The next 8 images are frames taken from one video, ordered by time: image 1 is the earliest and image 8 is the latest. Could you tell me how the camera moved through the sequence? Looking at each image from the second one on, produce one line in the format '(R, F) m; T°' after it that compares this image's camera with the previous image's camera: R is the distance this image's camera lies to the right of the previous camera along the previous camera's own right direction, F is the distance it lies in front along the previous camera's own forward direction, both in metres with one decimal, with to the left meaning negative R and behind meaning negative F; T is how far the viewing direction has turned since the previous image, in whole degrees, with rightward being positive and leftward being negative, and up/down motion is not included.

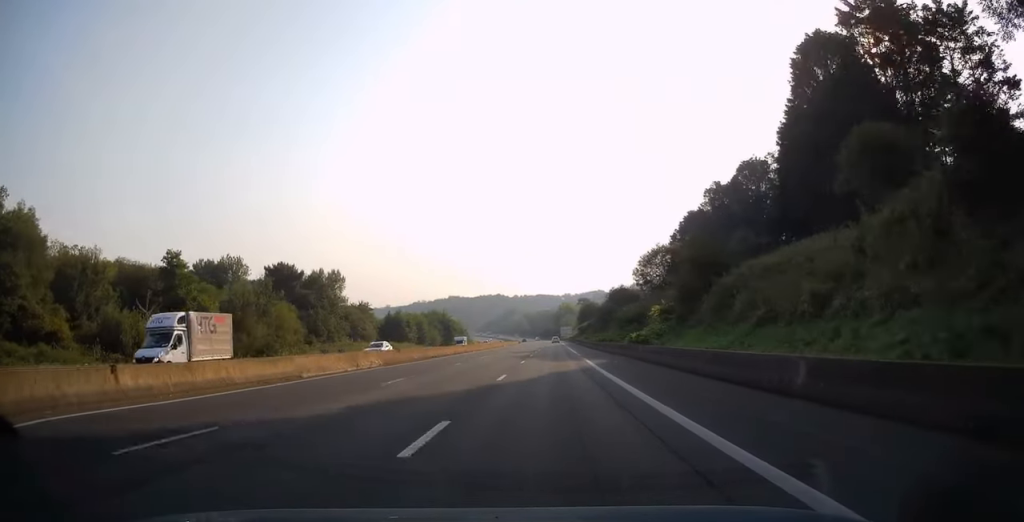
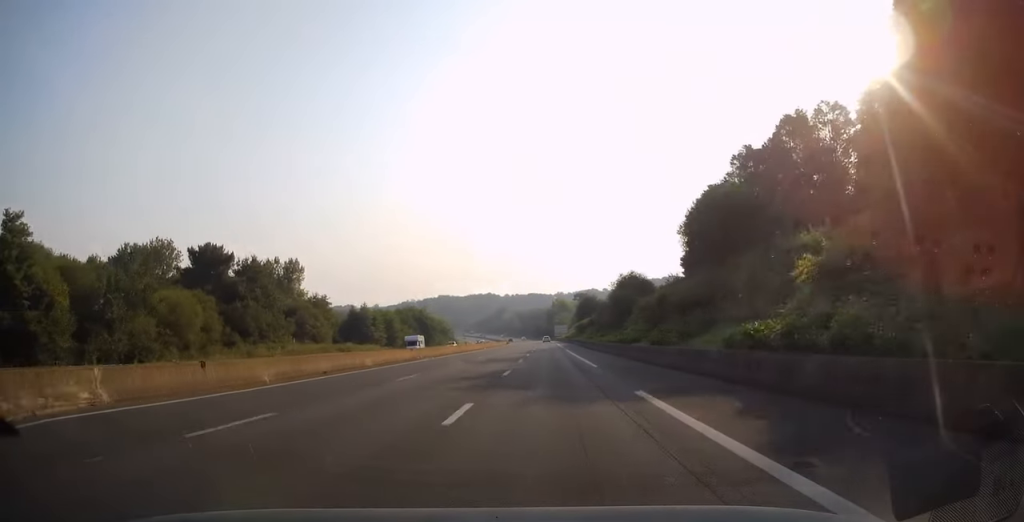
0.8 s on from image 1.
(0.0, +23.4) m; +1°
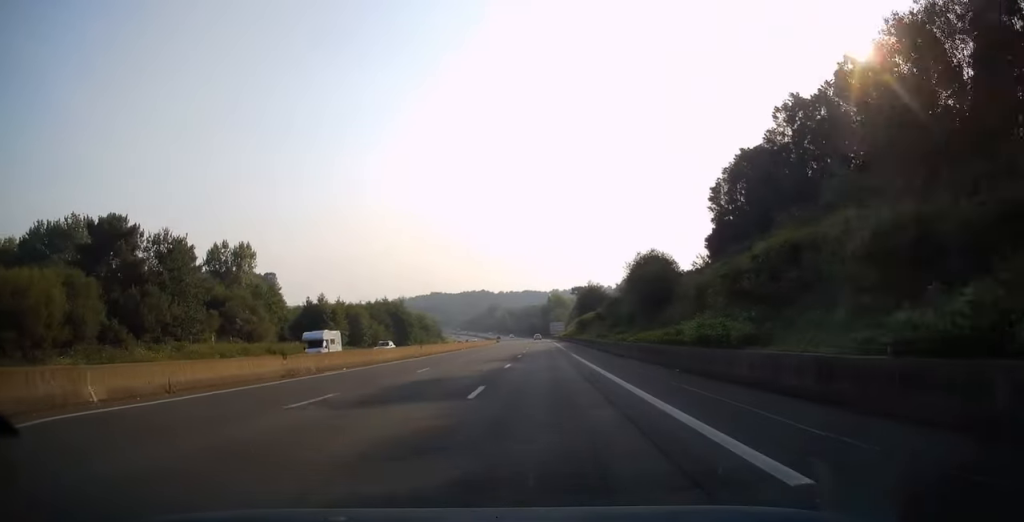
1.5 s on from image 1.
(+0.3, +22.0) m; 0°
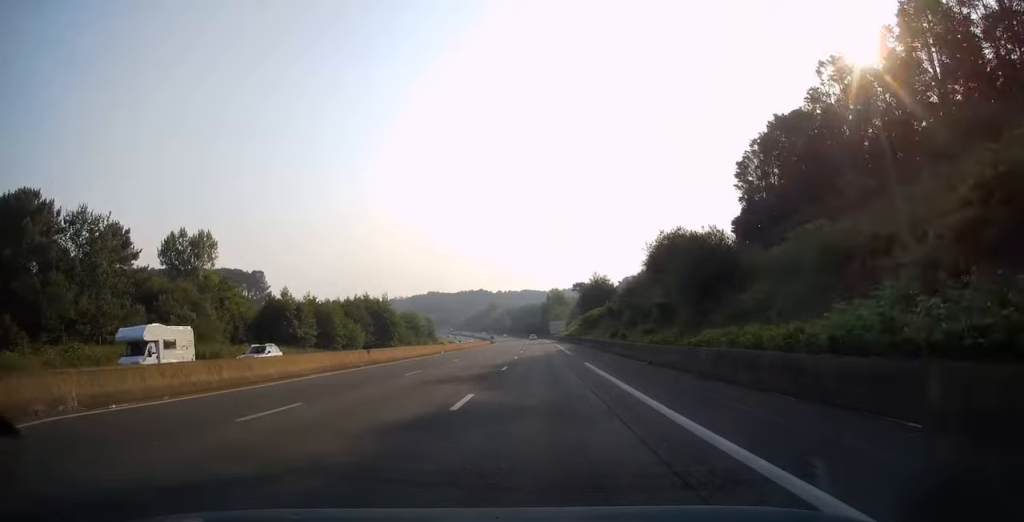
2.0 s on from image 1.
(-0.2, +15.0) m; 0°
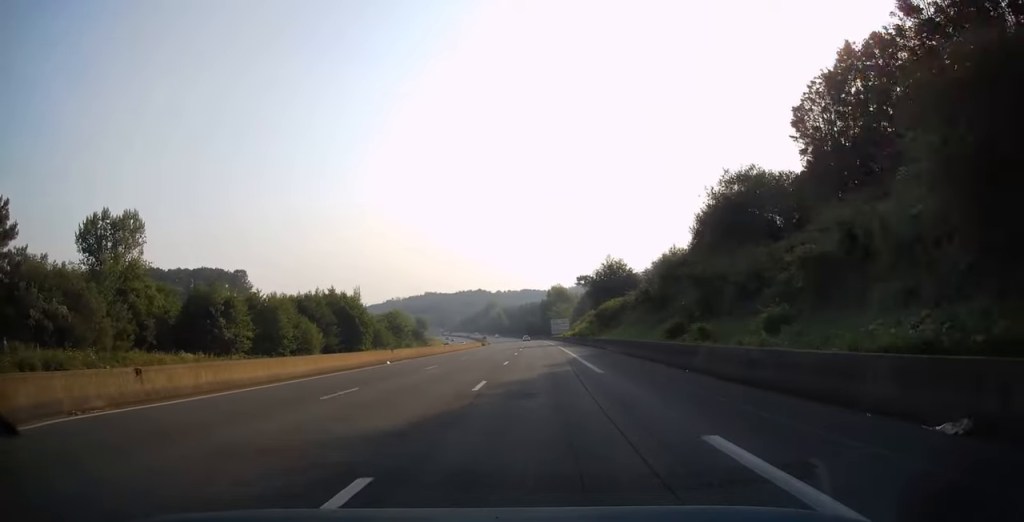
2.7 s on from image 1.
(-0.2, +21.5) m; 0°
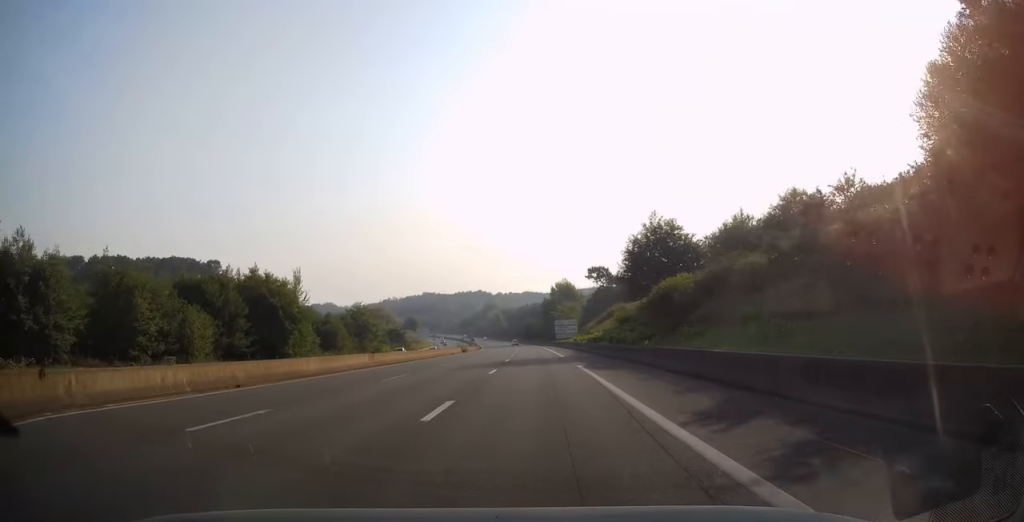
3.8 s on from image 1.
(+0.2, +31.4) m; 0°
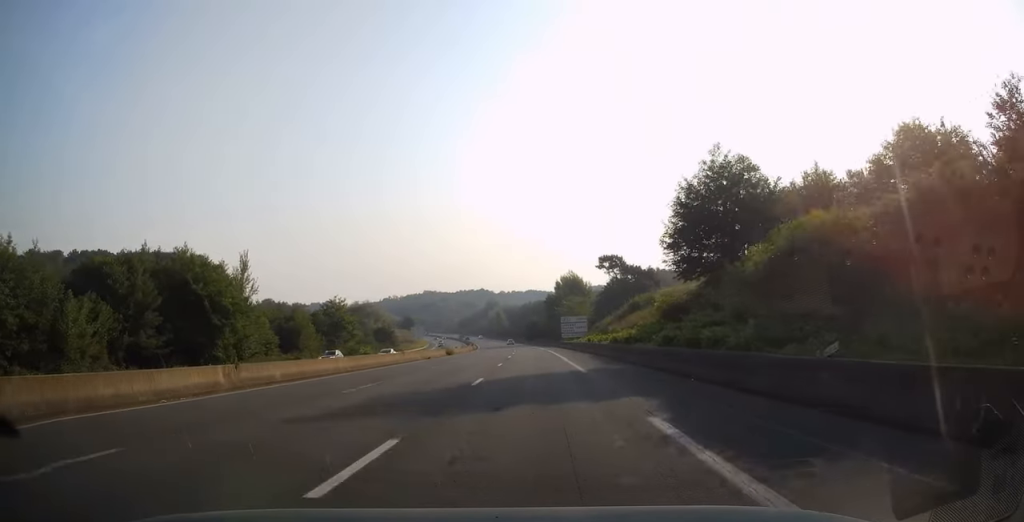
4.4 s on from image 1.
(-0.1, +18.0) m; -1°
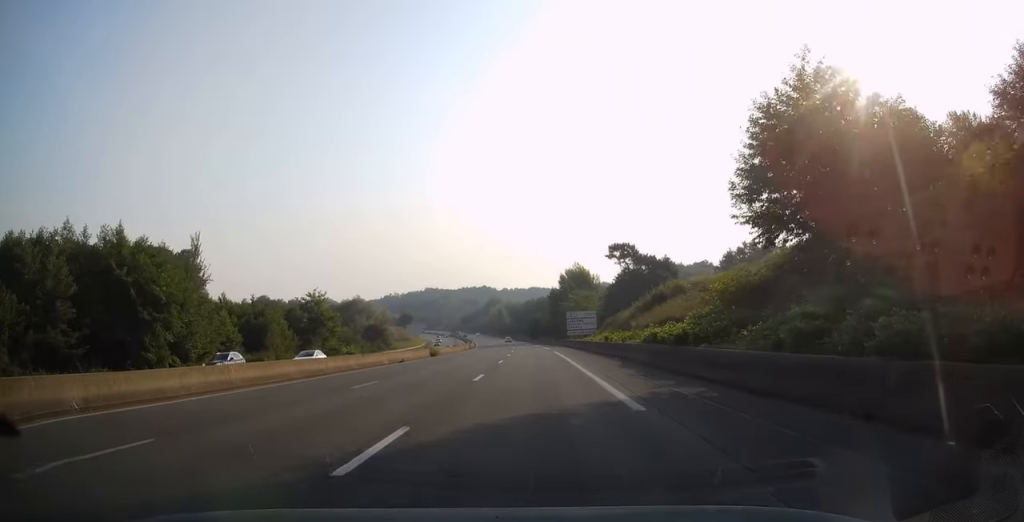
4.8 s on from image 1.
(0.0, +12.0) m; 0°
